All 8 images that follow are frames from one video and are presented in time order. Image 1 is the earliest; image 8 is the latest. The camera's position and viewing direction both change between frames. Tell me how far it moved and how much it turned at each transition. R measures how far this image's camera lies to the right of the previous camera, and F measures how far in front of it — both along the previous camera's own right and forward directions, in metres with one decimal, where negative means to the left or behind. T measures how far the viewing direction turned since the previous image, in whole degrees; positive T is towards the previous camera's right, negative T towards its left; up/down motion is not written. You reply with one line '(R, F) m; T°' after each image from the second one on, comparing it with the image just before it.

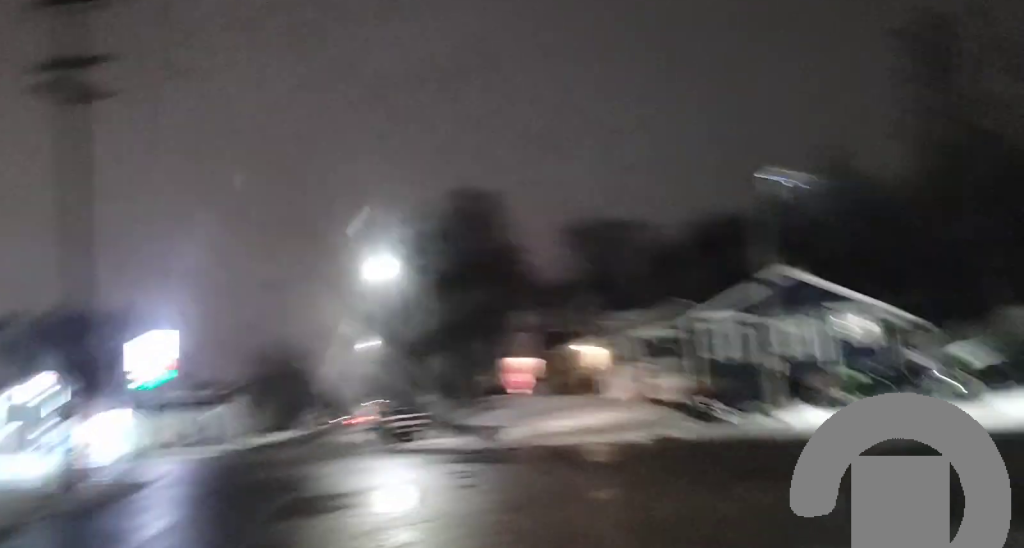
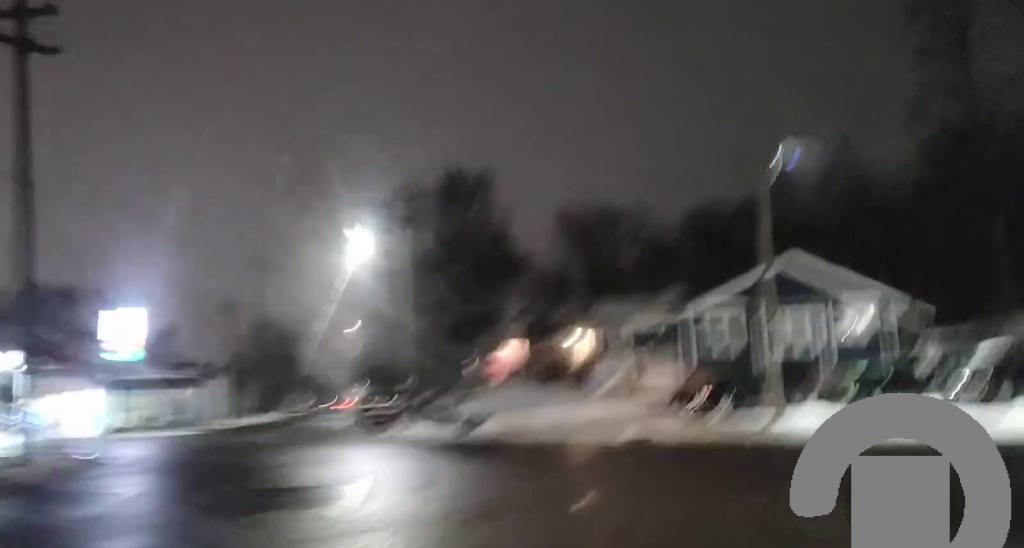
(+0.2, +2.1) m; +5°
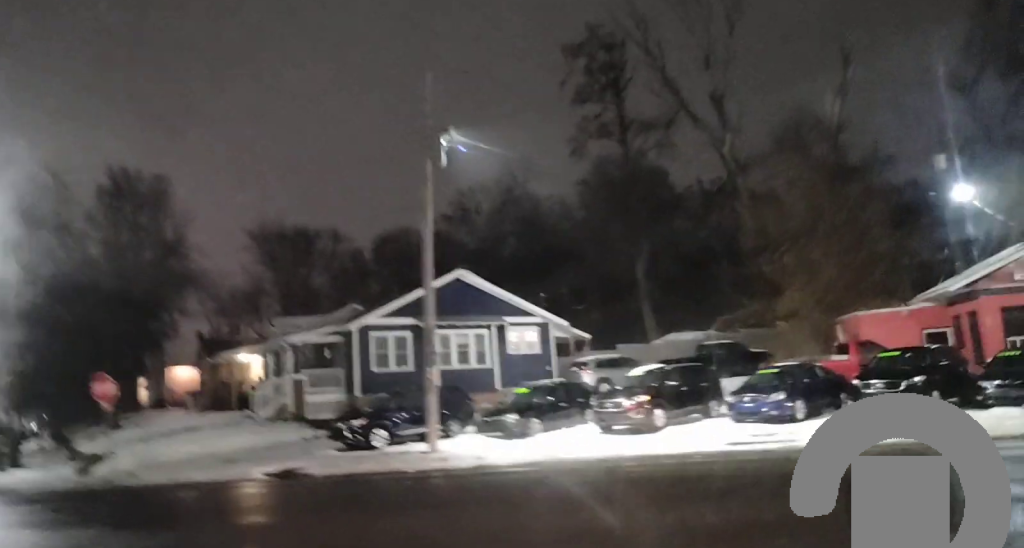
(+0.8, +6.1) m; +16°
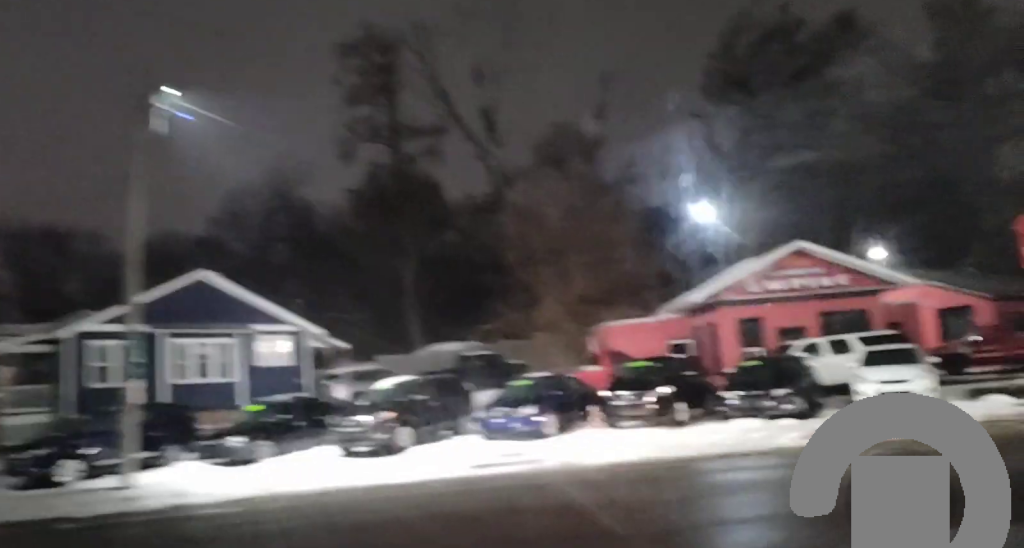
(+0.3, +3.4) m; +14°
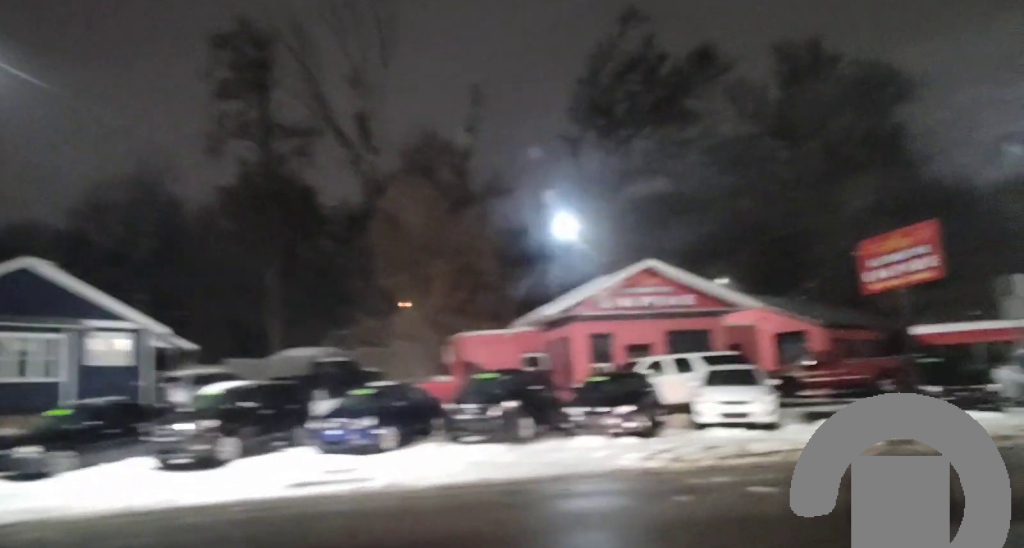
(0.0, +2.1) m; +10°
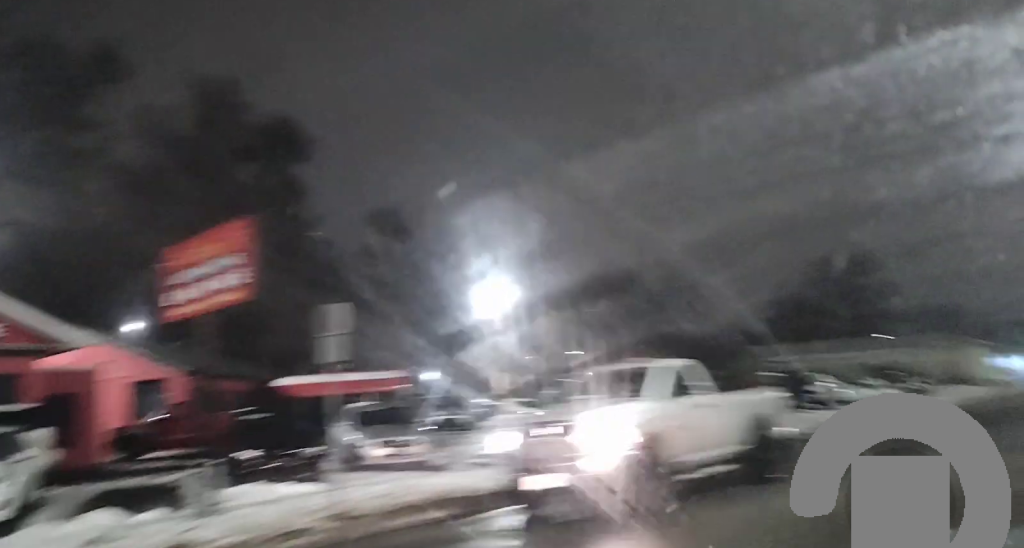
(+2.6, +7.4) m; +33°
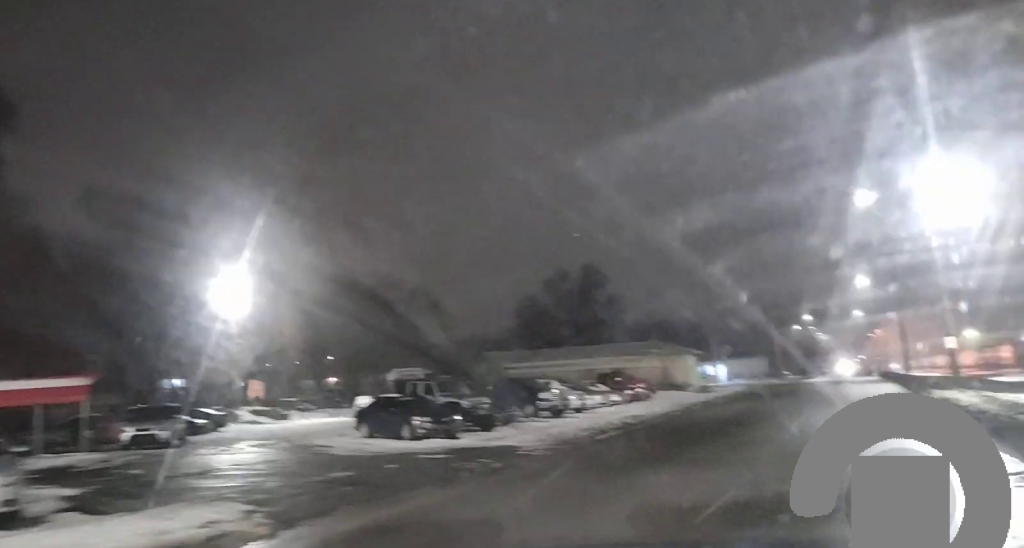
(+1.1, +5.8) m; +19°
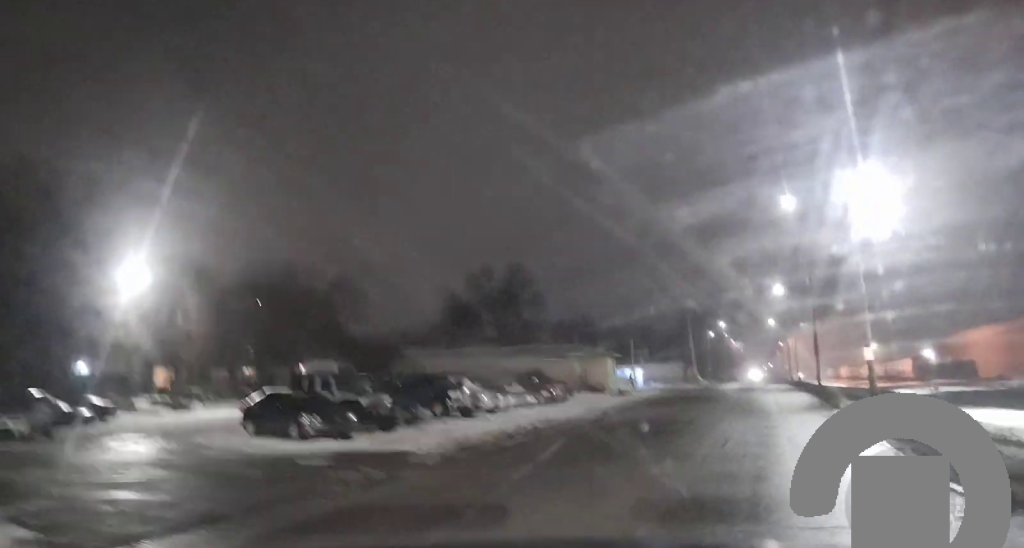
(+0.2, +3.1) m; +9°
